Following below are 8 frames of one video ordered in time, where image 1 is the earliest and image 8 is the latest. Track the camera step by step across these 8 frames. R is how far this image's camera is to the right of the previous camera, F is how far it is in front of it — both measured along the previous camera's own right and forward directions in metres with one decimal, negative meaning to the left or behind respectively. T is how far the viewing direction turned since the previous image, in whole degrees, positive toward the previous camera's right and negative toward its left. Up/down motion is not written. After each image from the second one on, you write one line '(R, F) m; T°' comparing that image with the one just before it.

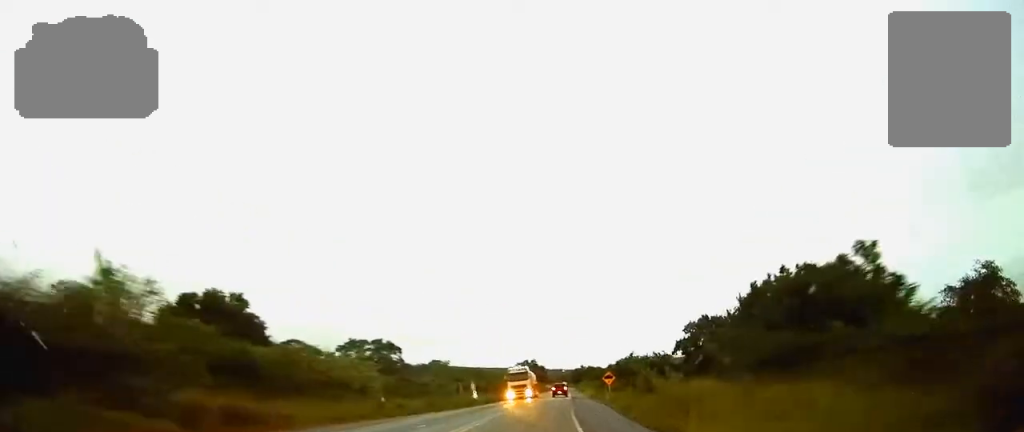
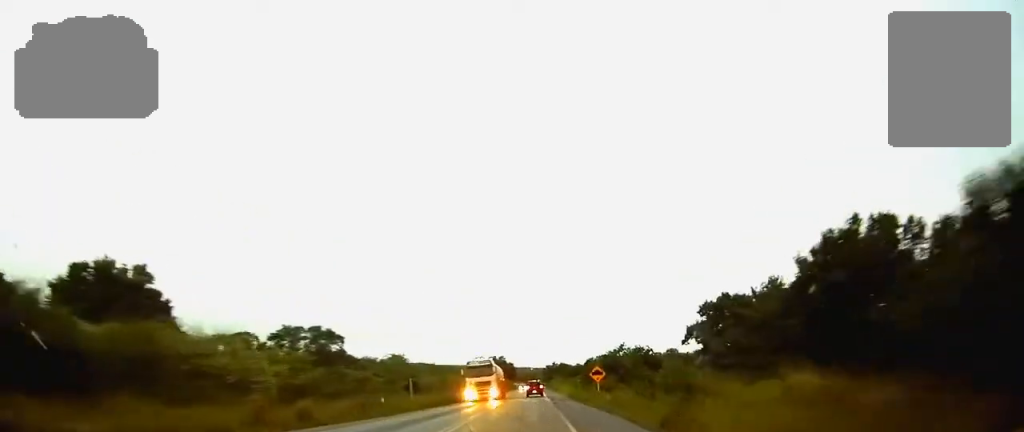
(+0.4, +13.9) m; +2°
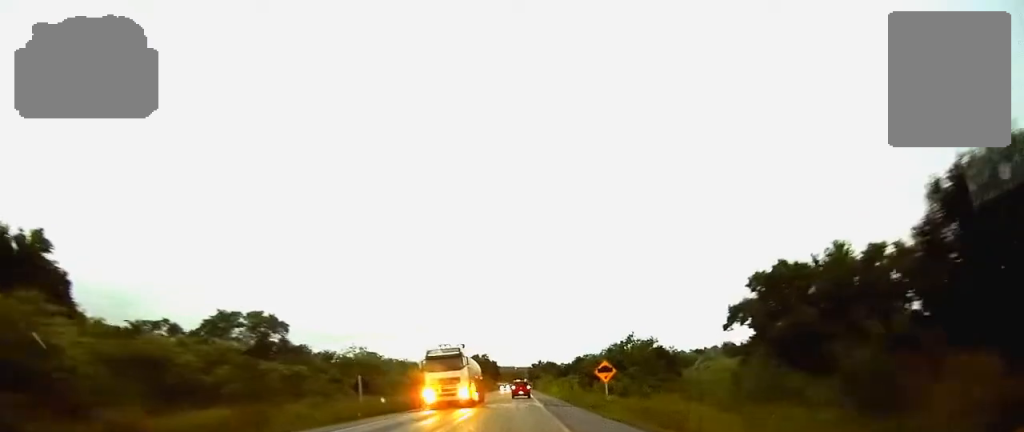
(+0.3, +13.2) m; +2°
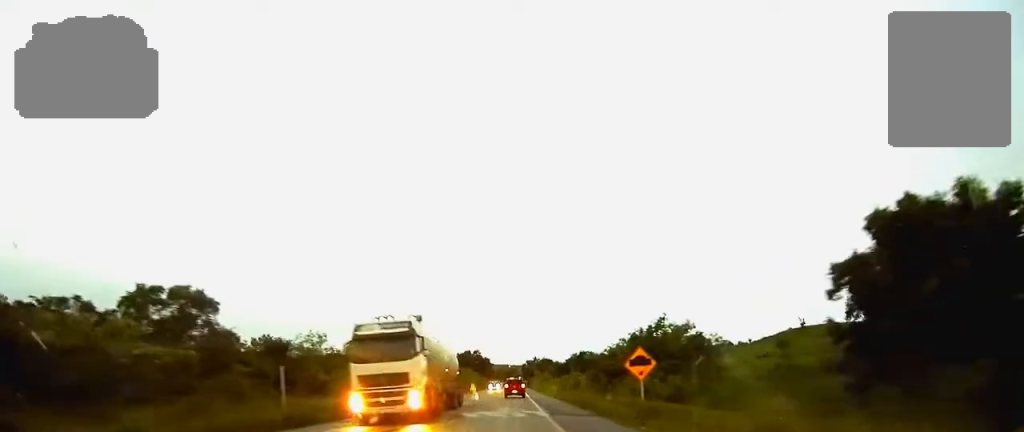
(+0.2, +12.8) m; 0°
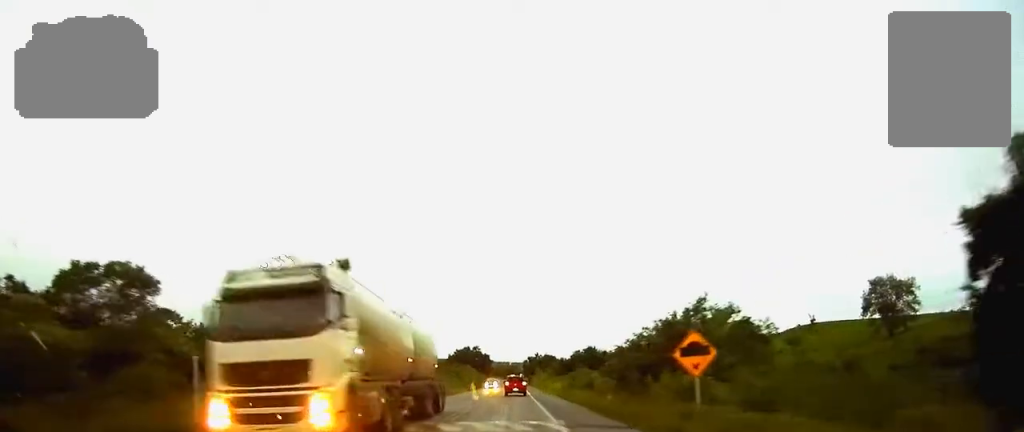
(0.0, +8.2) m; 0°
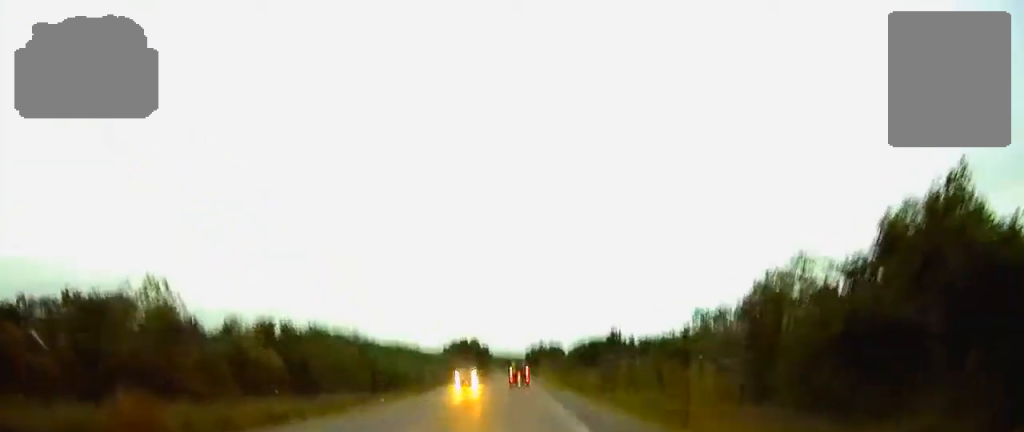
(0.0, +19.2) m; -1°
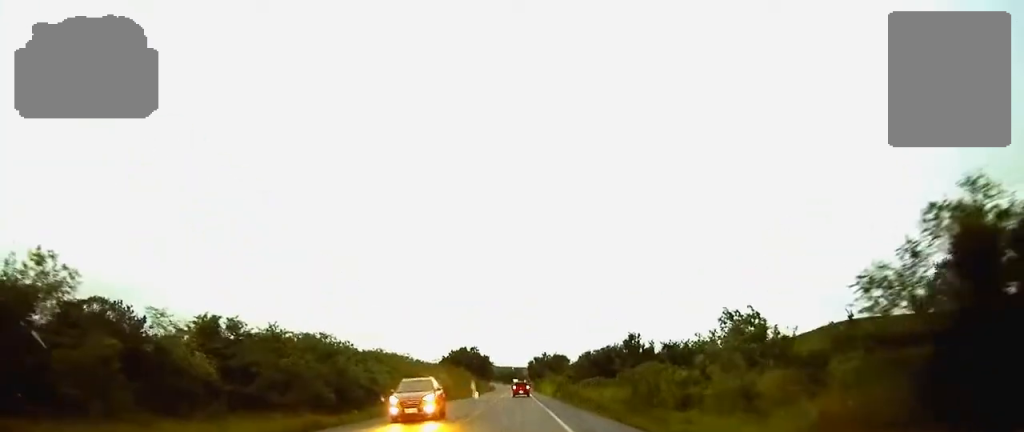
(0.0, +9.4) m; 0°
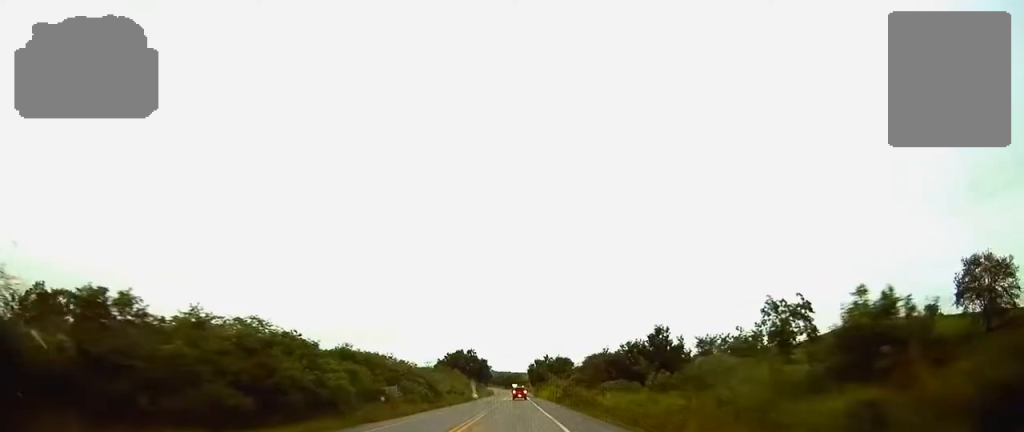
(0.0, +11.7) m; -1°
